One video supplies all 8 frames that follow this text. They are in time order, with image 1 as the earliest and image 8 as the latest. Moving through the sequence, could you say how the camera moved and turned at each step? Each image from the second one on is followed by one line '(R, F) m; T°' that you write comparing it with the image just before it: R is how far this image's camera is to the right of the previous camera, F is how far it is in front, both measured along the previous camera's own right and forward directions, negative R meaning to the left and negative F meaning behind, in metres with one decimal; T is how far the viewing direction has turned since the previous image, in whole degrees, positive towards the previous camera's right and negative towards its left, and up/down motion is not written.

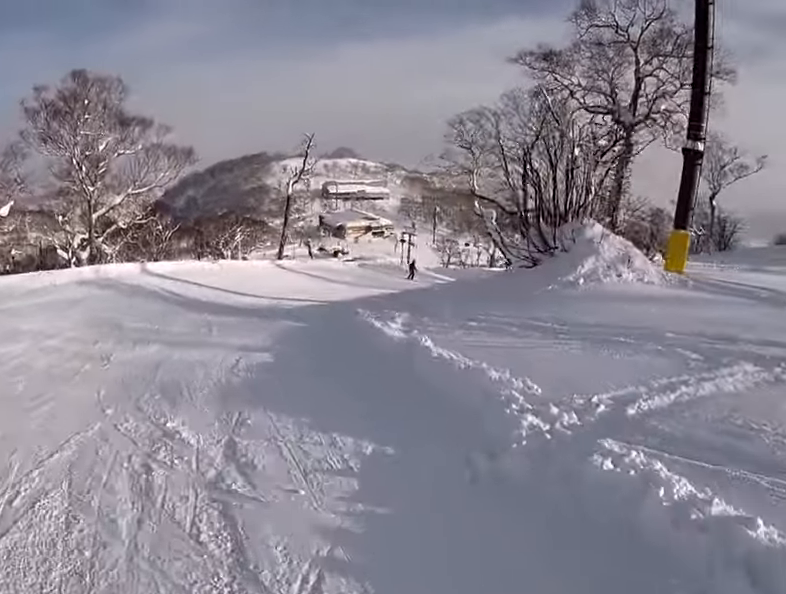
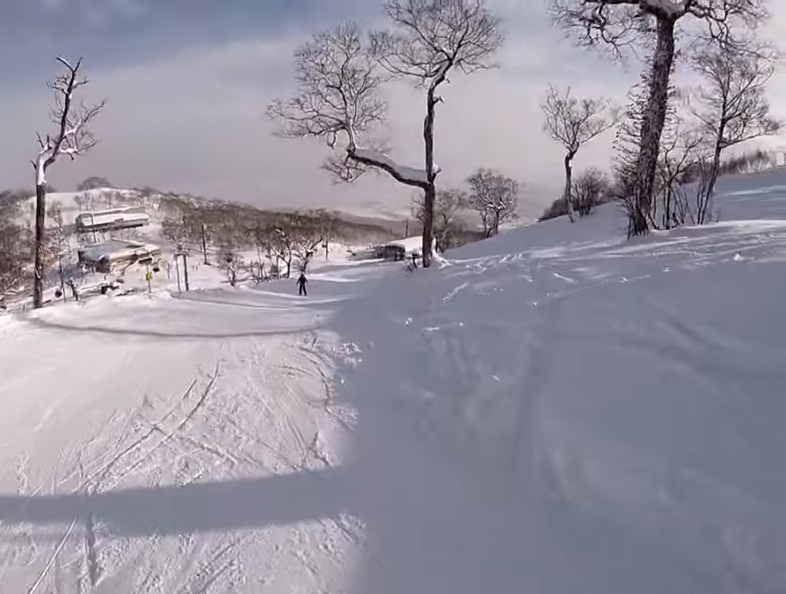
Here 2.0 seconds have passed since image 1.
(+4.4, +14.1) m; +30°
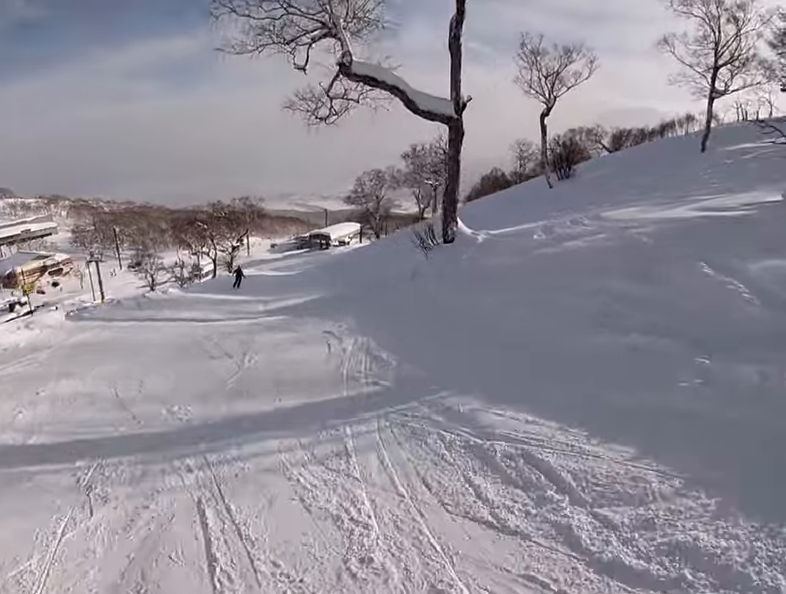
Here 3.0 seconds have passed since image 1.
(+0.8, +8.1) m; +13°
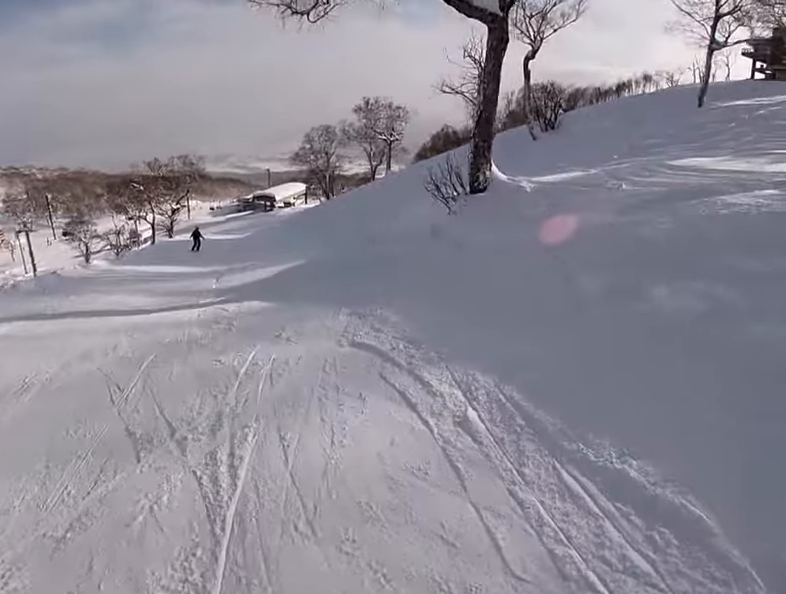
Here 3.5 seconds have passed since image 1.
(+0.5, +4.8) m; +7°
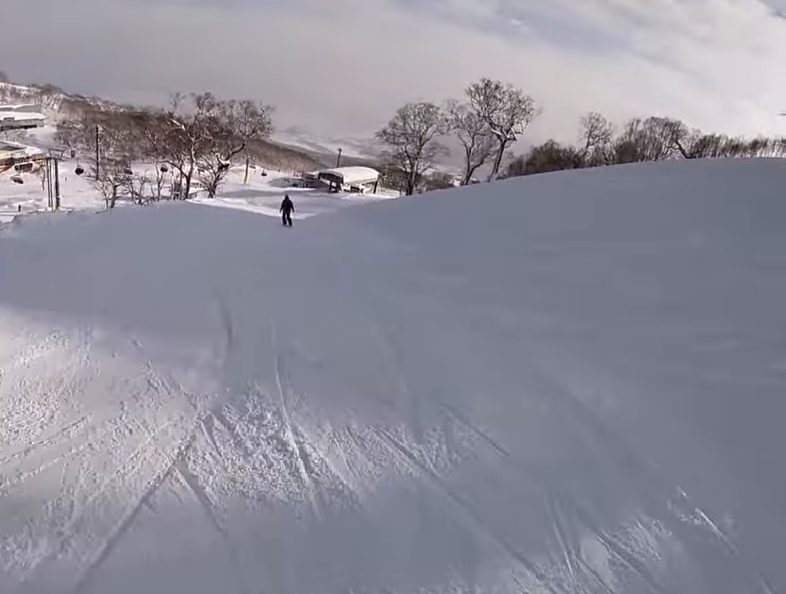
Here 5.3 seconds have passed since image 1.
(+1.2, +15.8) m; +5°
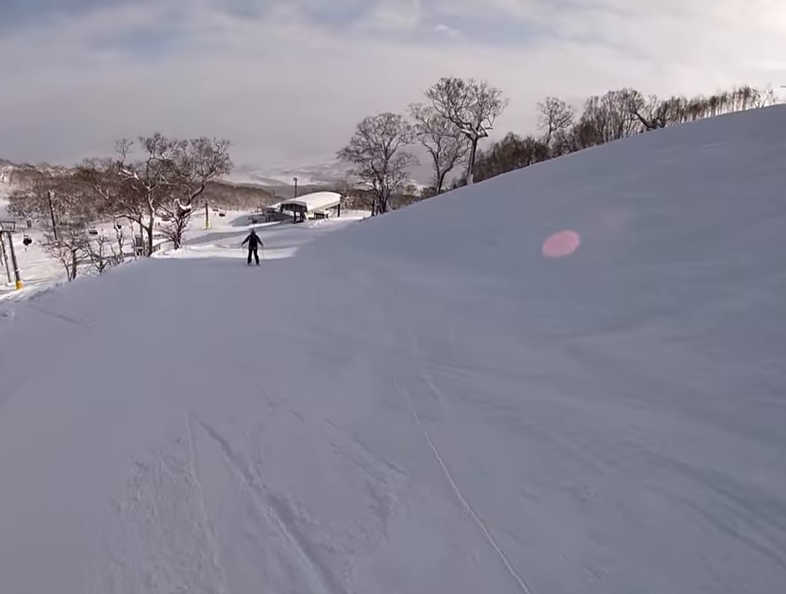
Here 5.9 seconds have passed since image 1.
(0.0, +5.0) m; +1°
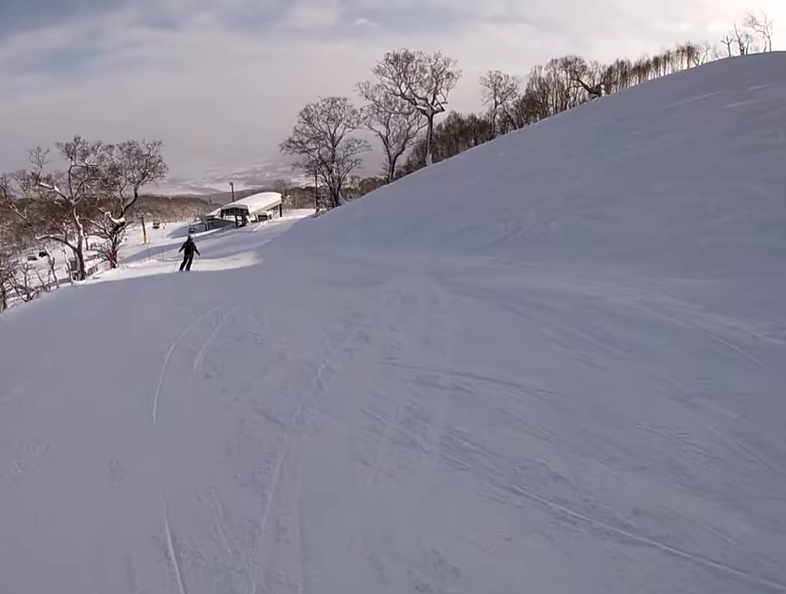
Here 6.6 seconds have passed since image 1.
(-0.1, +6.0) m; +5°
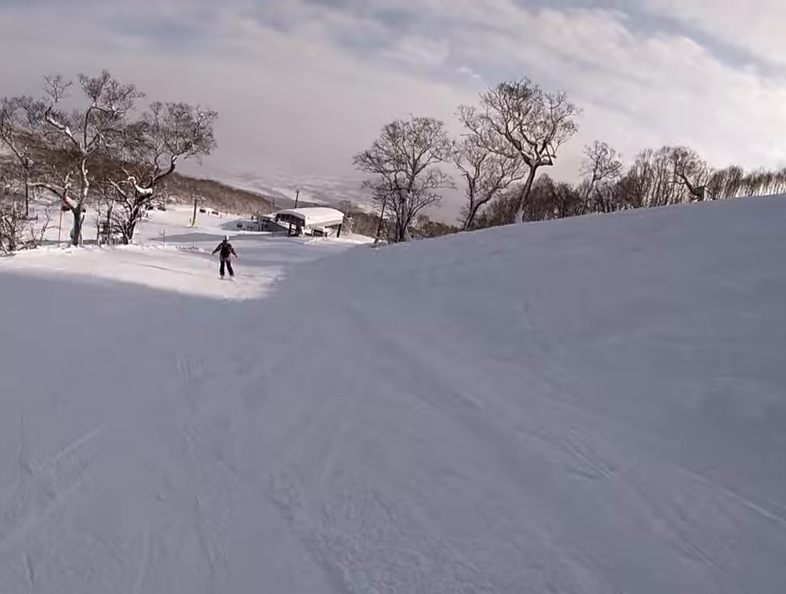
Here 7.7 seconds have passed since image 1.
(+1.1, +9.1) m; -1°
